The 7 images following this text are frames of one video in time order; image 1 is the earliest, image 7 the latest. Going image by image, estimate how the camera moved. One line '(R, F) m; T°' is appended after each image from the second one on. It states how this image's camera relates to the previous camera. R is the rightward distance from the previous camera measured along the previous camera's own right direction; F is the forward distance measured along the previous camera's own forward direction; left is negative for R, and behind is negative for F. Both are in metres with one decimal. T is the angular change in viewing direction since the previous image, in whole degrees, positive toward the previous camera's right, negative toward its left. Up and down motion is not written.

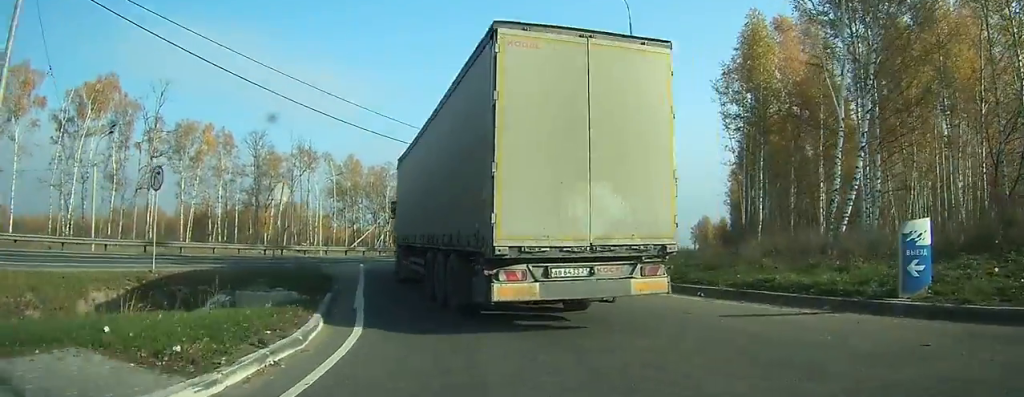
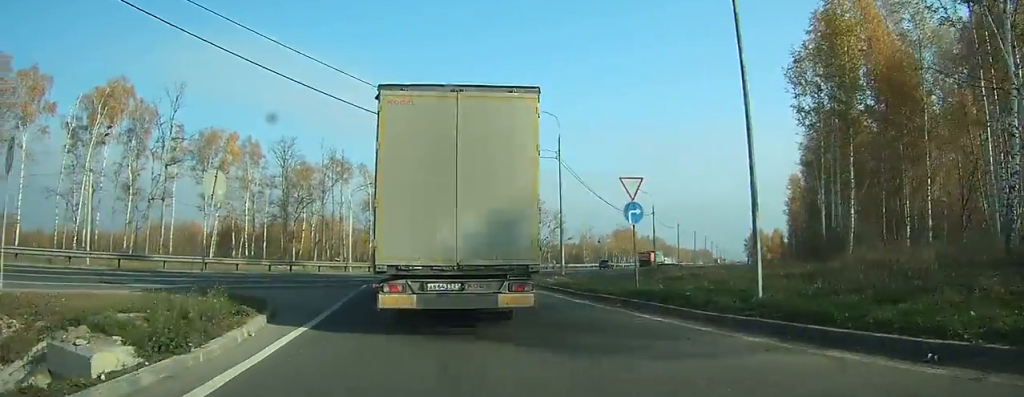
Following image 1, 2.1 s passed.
(-0.1, +8.1) m; -5°
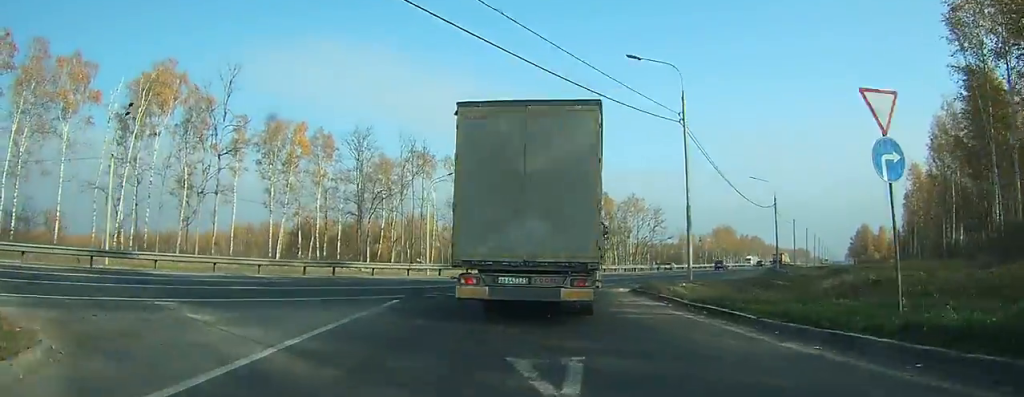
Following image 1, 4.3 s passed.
(-0.7, +9.4) m; -5°
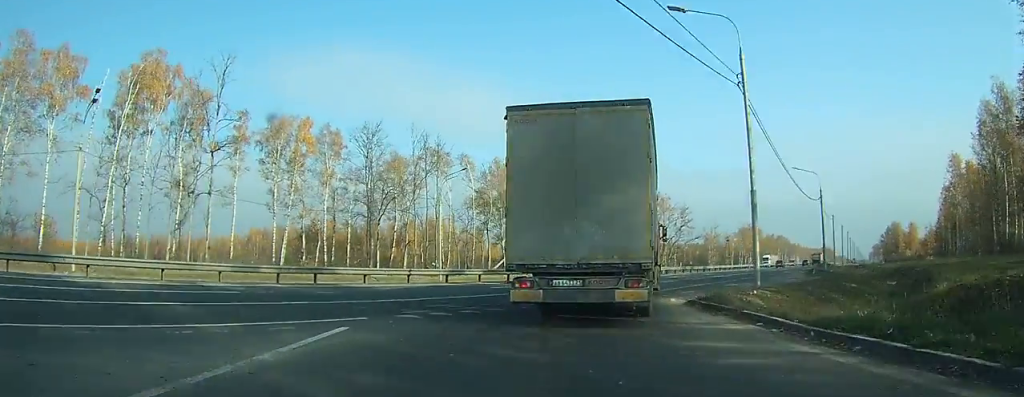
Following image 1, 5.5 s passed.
(-0.1, +5.3) m; 0°
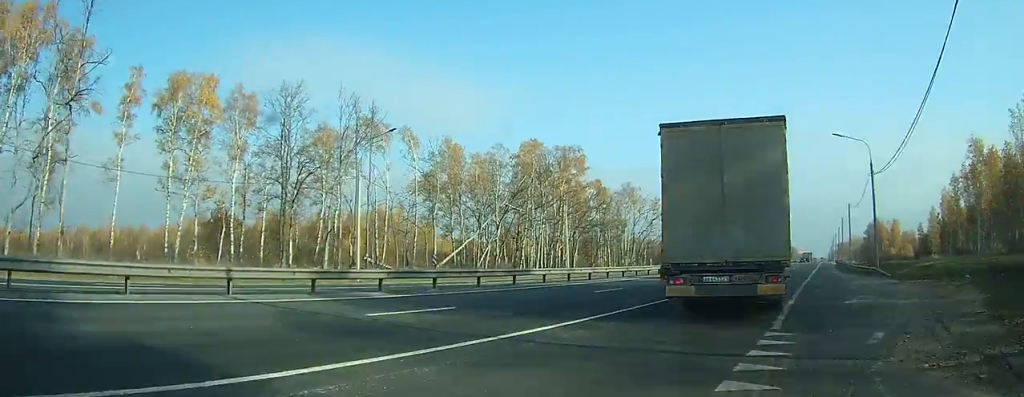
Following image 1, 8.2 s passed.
(+0.8, +14.6) m; +10°
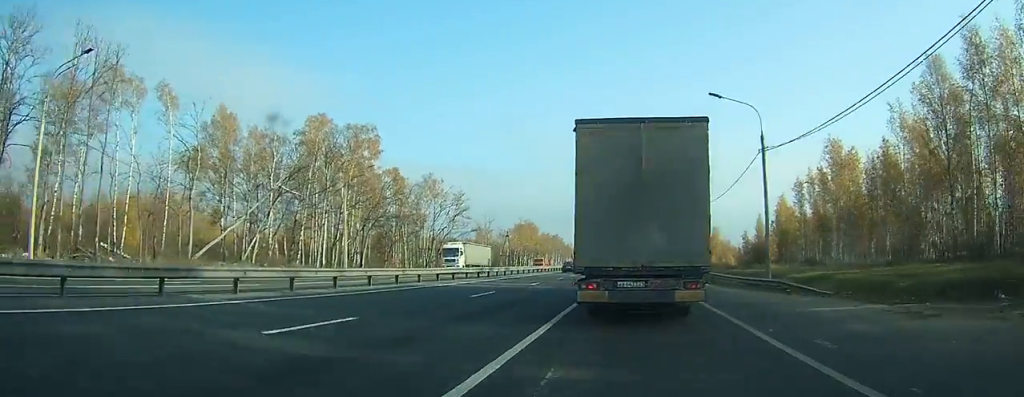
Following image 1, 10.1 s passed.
(+1.0, +12.4) m; +9°
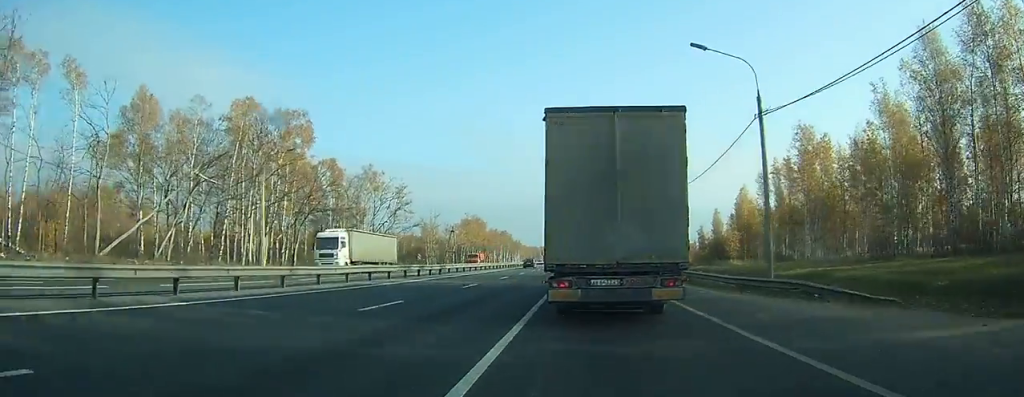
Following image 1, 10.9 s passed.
(+0.4, +6.8) m; +3°
